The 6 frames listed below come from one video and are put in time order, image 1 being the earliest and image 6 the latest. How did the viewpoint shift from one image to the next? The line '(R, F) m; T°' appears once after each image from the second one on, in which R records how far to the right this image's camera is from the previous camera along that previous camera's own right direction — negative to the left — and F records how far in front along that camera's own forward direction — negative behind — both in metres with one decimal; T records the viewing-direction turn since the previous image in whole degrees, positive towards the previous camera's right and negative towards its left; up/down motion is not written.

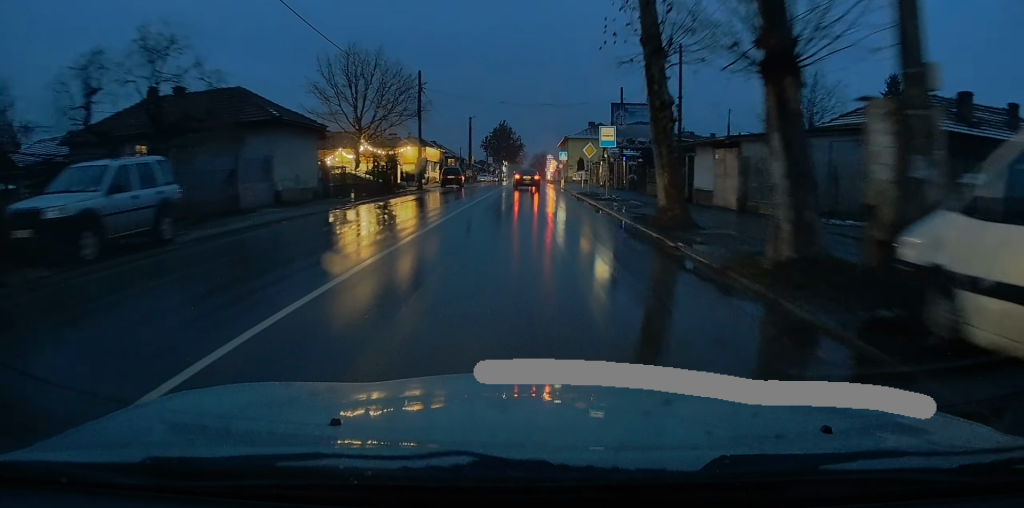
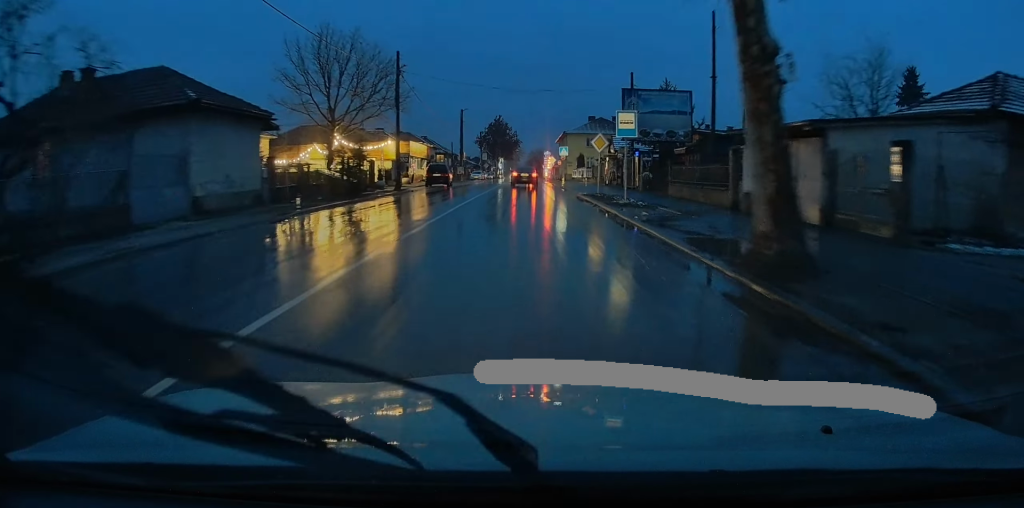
(0.0, +6.3) m; 0°
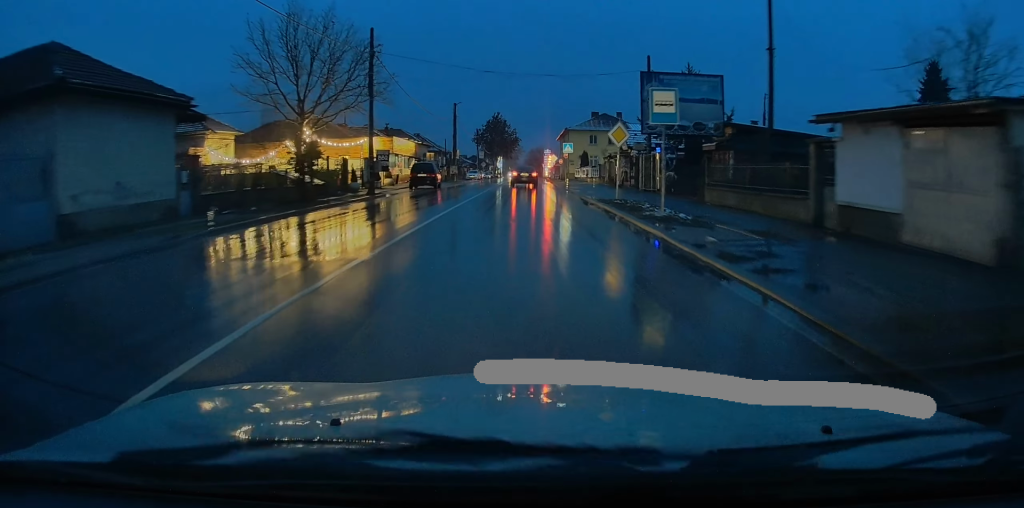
(-0.1, +6.4) m; 0°
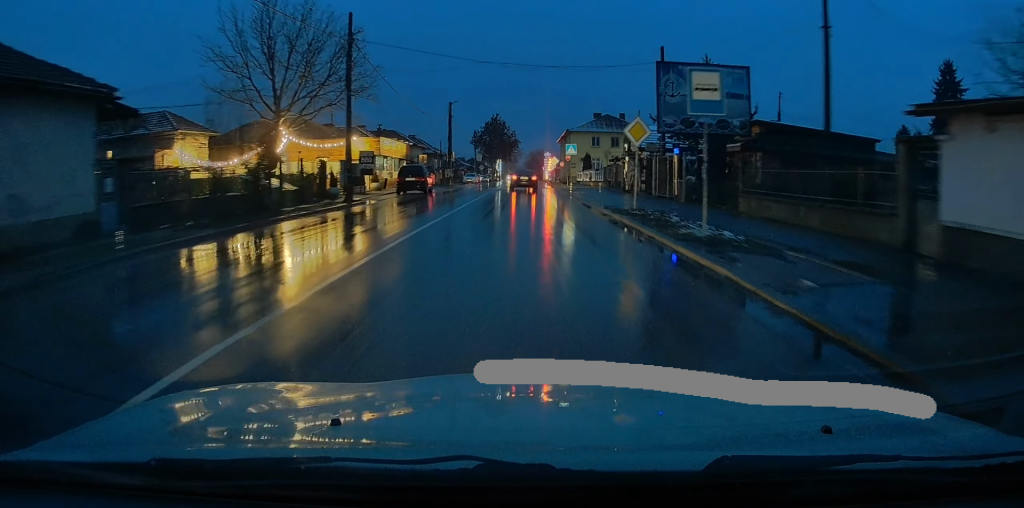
(0.0, +4.0) m; 0°
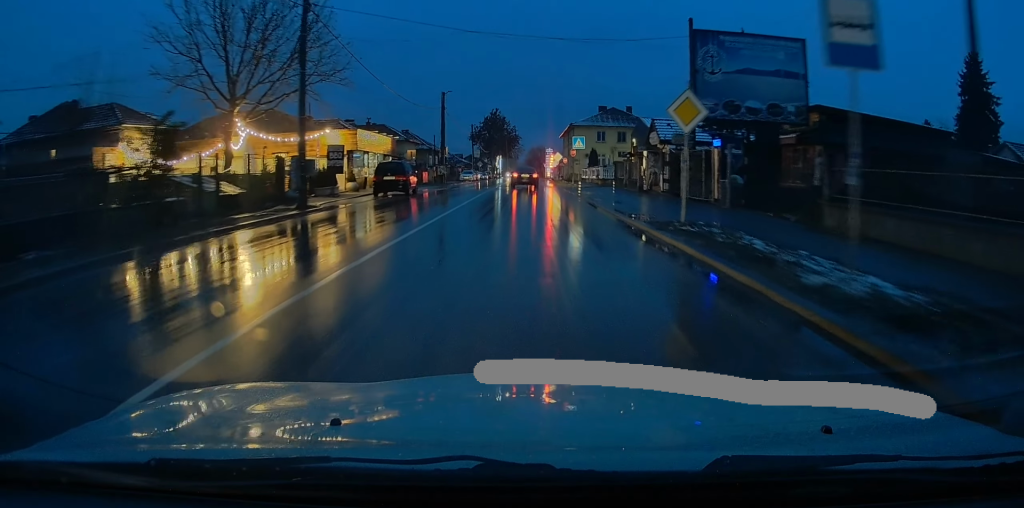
(+0.1, +6.0) m; 0°
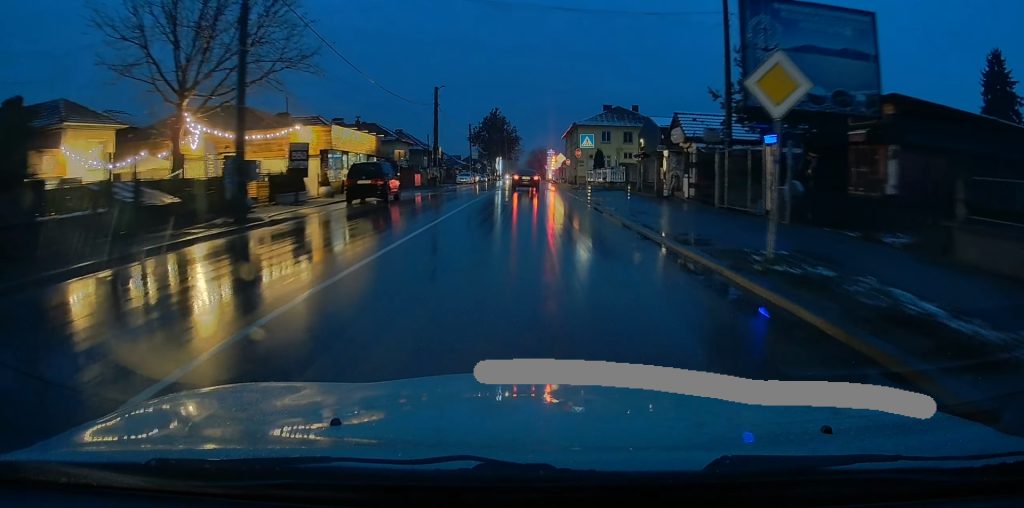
(-0.1, +5.0) m; 0°
